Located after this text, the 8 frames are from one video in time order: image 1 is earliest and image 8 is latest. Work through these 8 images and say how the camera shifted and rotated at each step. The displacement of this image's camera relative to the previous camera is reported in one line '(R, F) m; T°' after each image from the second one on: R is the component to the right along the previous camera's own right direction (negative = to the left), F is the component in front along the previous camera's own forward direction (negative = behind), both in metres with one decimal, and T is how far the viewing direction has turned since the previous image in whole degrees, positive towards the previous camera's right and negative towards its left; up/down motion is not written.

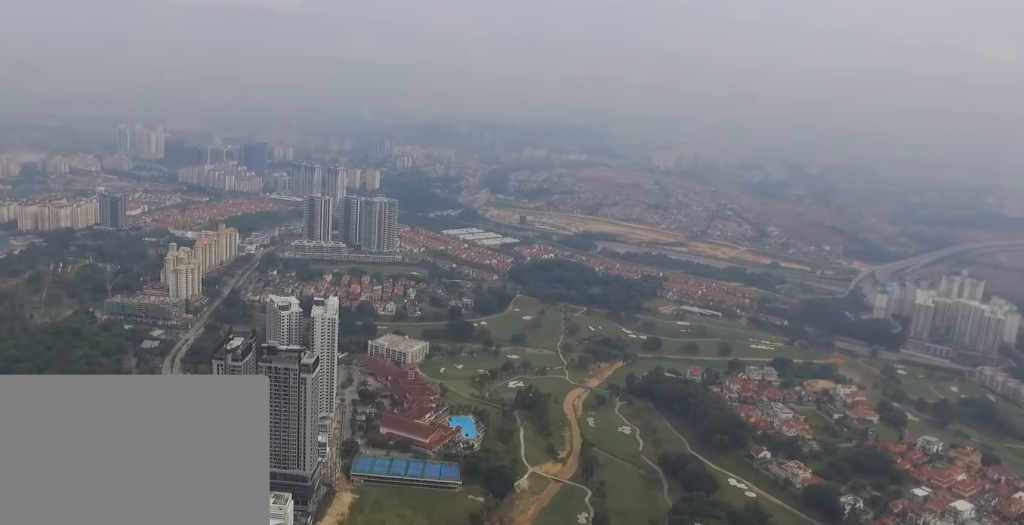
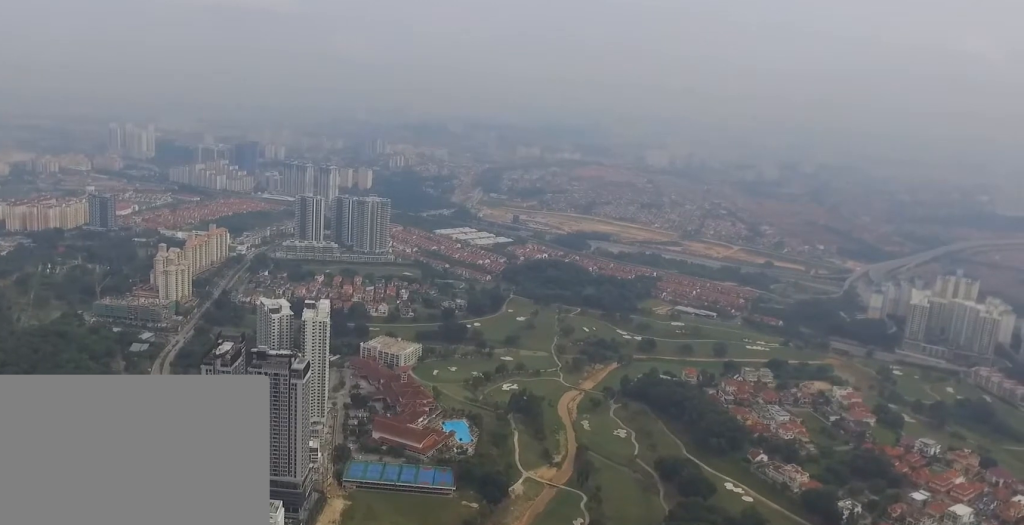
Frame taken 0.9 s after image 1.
(0.0, +2.0) m; 0°
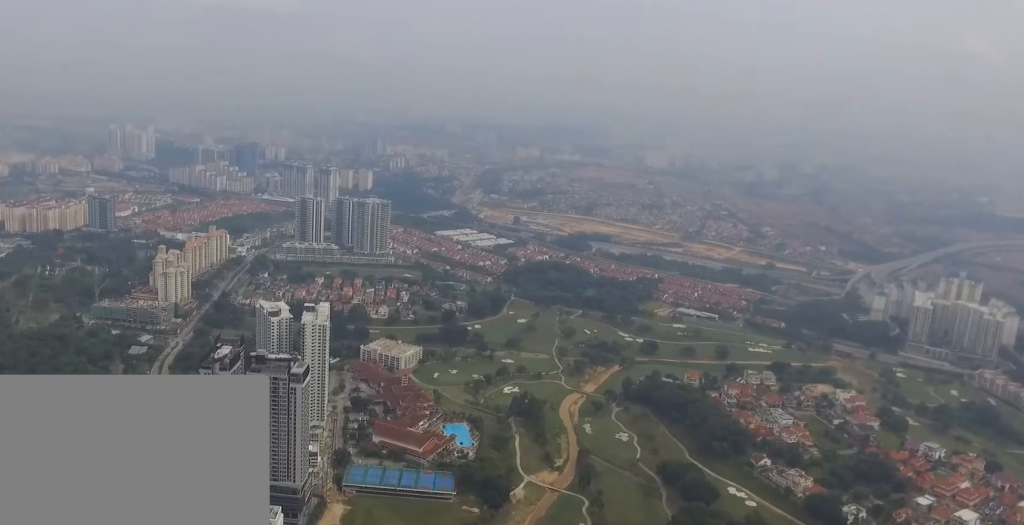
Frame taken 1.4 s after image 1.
(0.0, +1.0) m; 0°
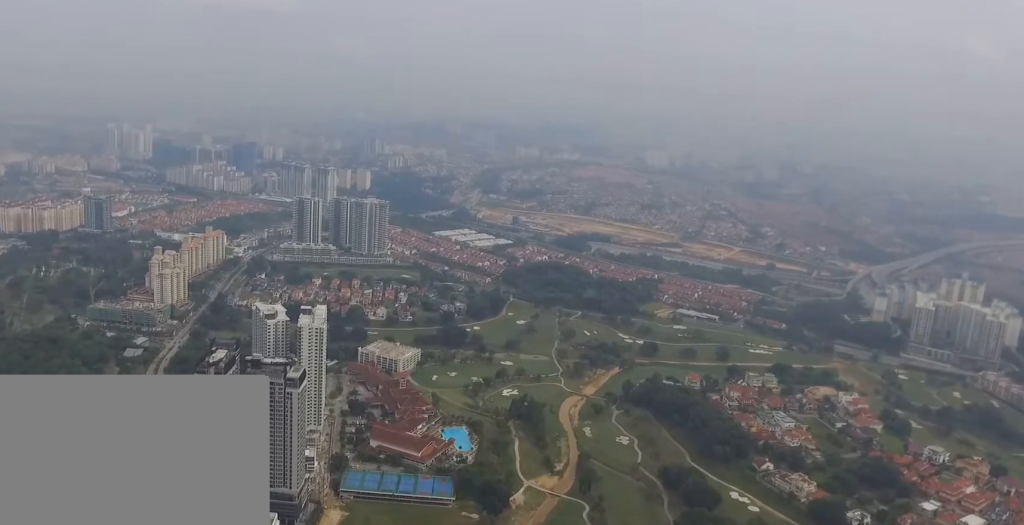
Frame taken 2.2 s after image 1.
(0.0, +1.8) m; 0°
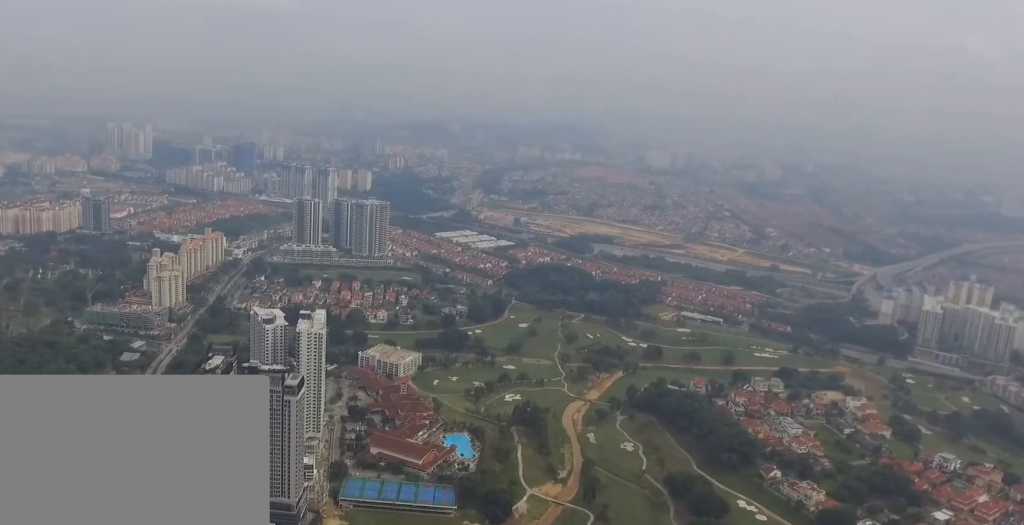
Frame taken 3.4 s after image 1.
(0.0, +2.6) m; 0°
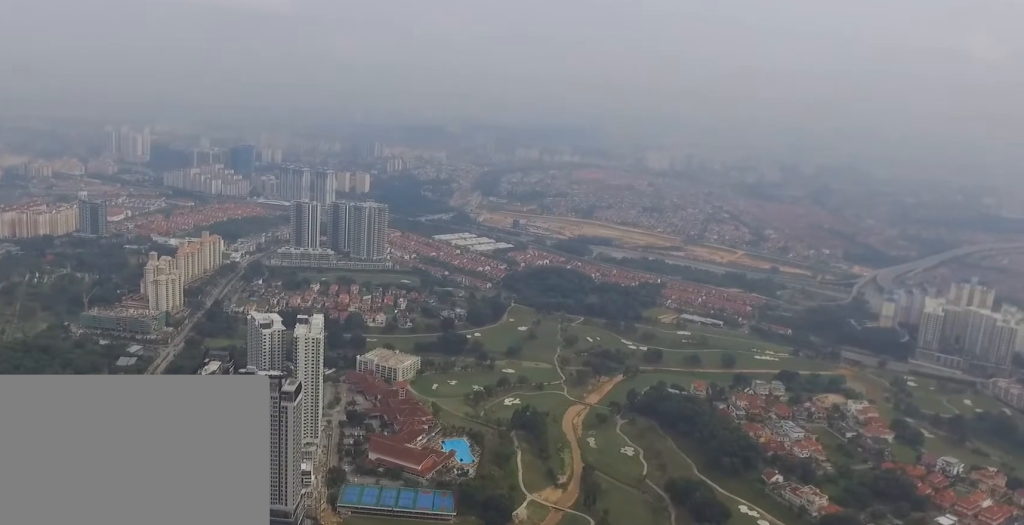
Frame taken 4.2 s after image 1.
(0.0, +1.6) m; 0°
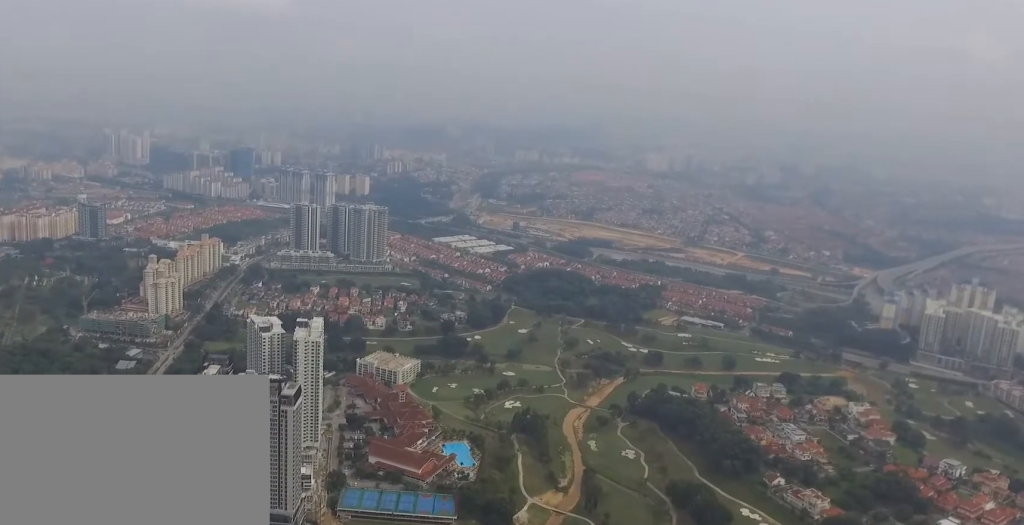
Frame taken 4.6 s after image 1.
(0.0, +1.0) m; 0°
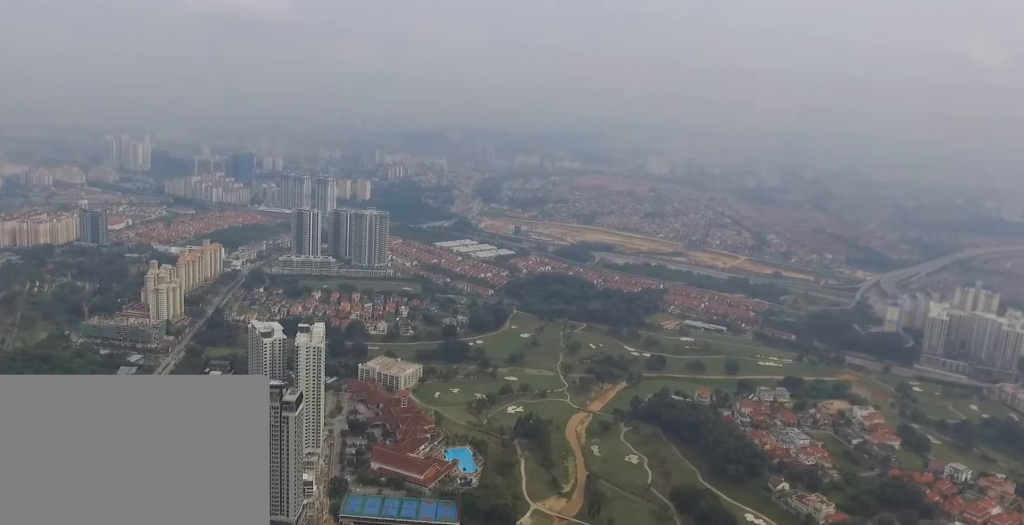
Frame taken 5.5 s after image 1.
(0.0, +2.0) m; 0°
